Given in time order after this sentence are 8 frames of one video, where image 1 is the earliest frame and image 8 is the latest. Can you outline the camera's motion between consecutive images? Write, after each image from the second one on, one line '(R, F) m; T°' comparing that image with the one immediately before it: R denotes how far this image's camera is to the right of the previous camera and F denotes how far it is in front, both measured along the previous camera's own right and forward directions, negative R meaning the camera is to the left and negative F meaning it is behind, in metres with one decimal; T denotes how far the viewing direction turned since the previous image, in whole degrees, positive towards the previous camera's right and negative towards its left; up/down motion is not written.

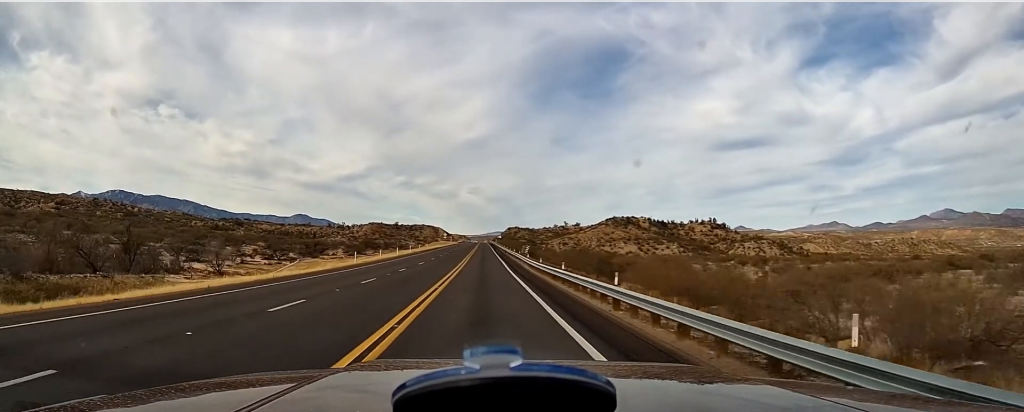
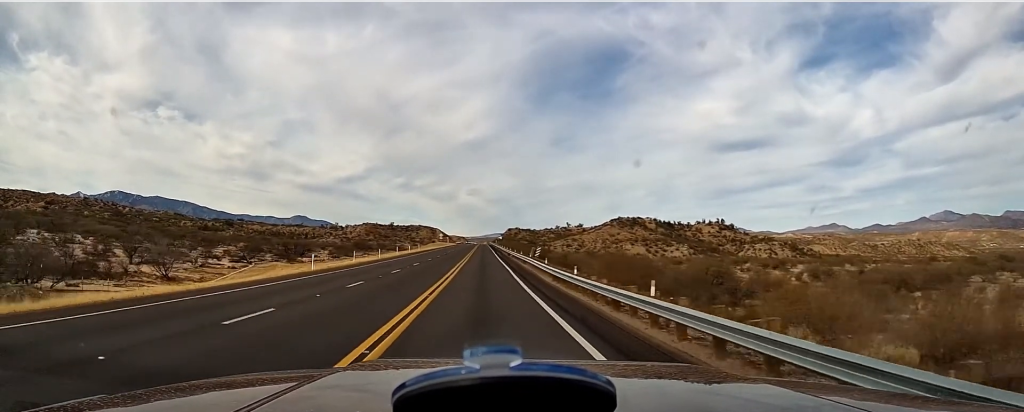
(+0.1, +14.4) m; 0°
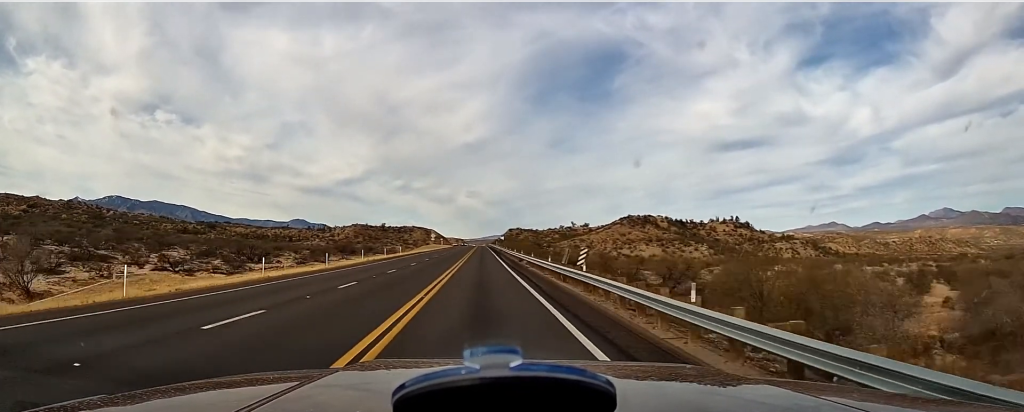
(-0.3, +24.6) m; -1°
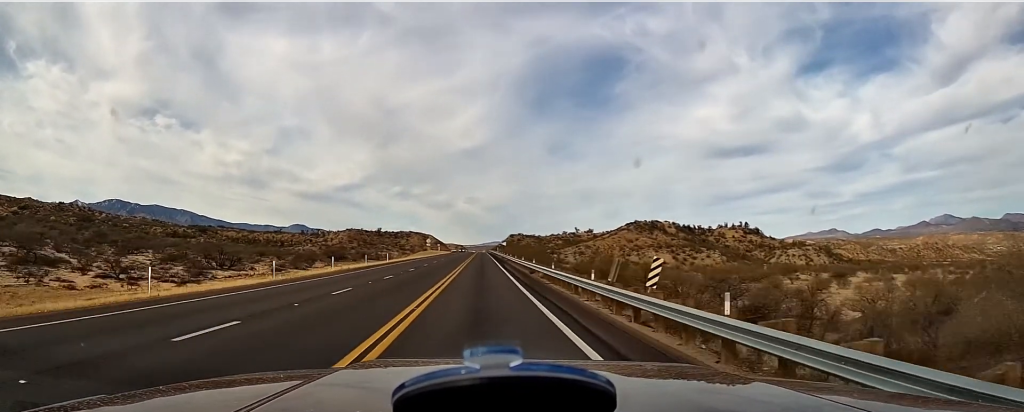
(-0.1, +12.9) m; 0°
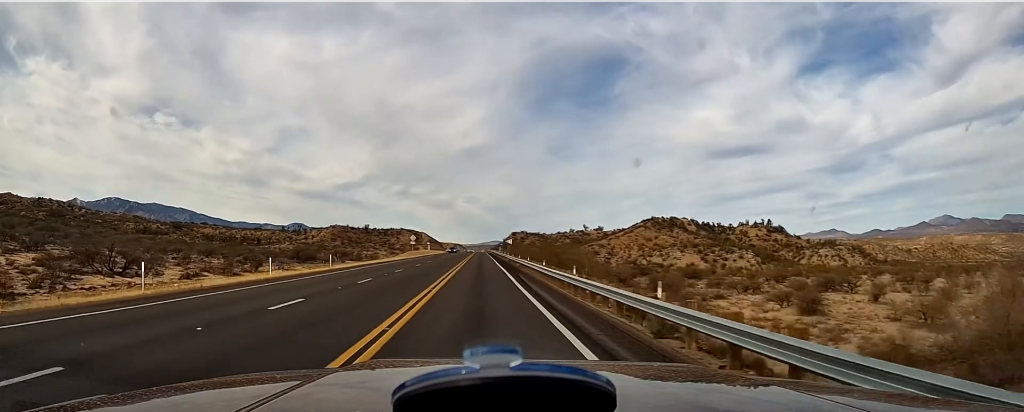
(+0.1, +30.5) m; +1°
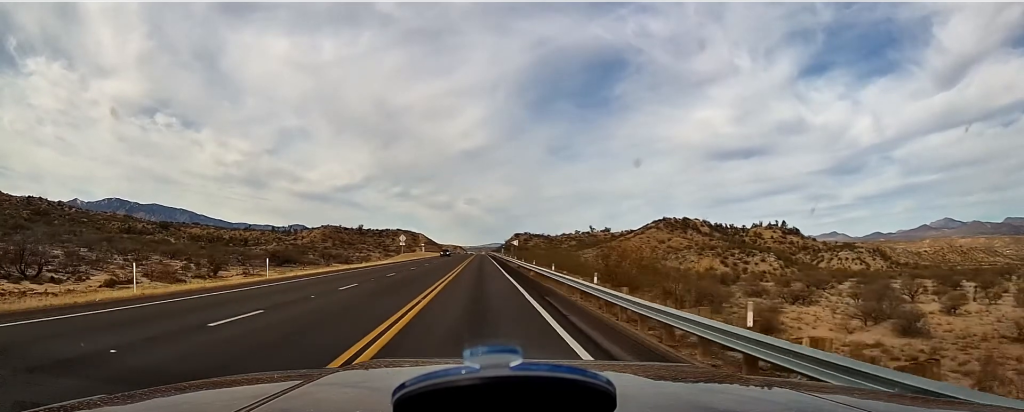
(+0.1, +15.7) m; 0°
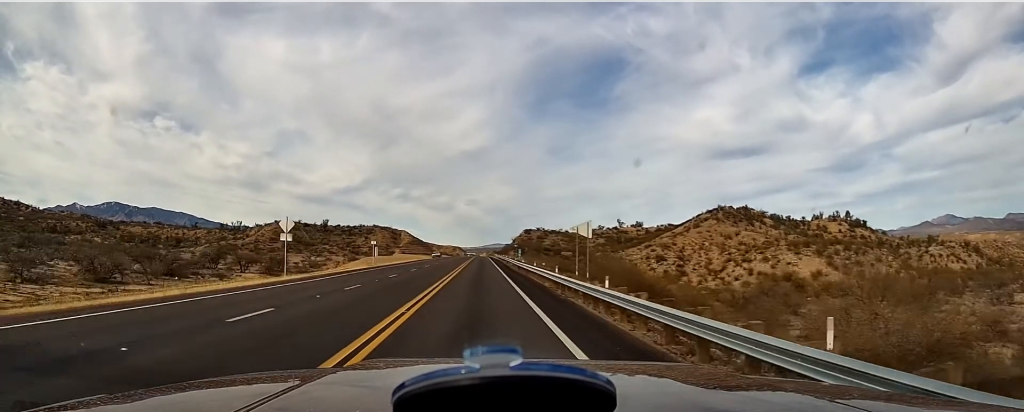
(-0.2, +58.9) m; -1°
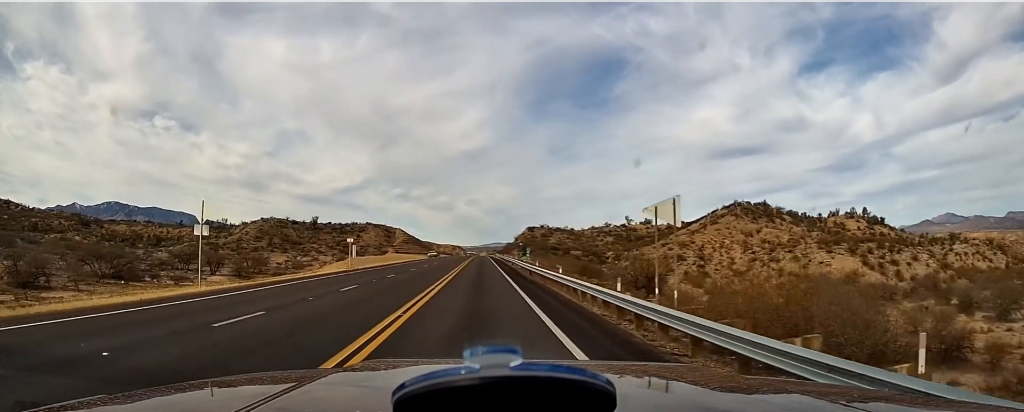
(-0.1, +13.0) m; 0°
